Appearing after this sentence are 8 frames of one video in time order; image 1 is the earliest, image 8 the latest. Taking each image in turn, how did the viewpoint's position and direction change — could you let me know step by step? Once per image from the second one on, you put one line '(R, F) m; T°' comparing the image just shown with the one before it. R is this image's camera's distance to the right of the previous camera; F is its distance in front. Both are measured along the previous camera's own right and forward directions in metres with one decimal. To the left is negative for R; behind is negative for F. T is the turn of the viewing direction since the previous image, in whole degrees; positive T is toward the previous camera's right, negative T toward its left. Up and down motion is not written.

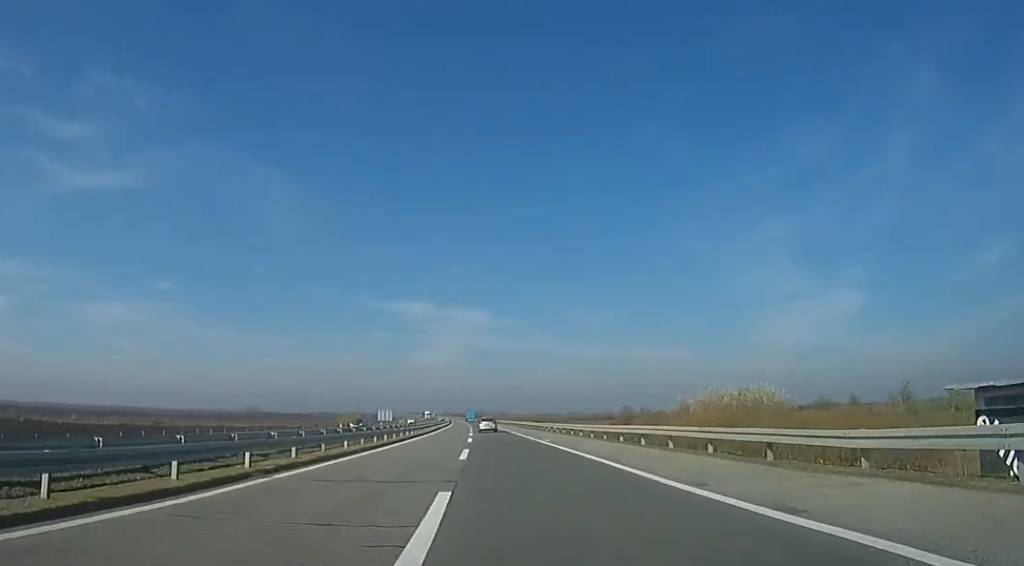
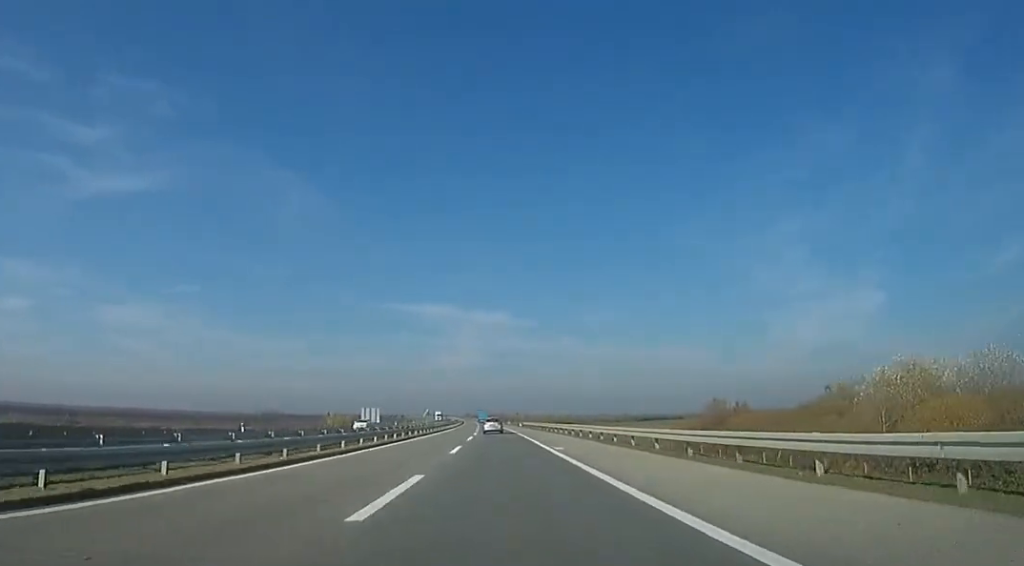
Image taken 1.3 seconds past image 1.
(-1.3, +43.6) m; -2°
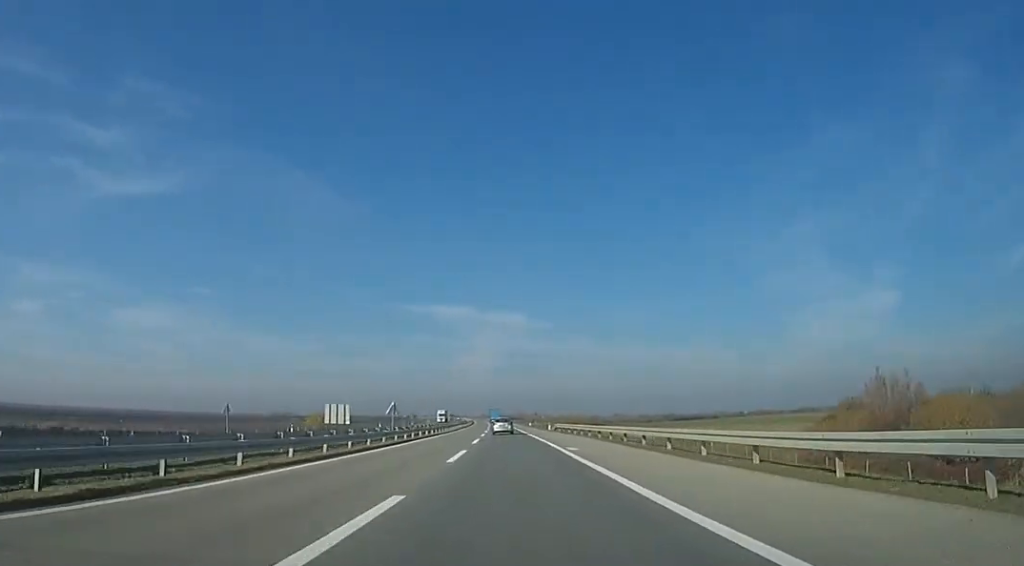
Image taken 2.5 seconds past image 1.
(0.0, +36.3) m; 0°
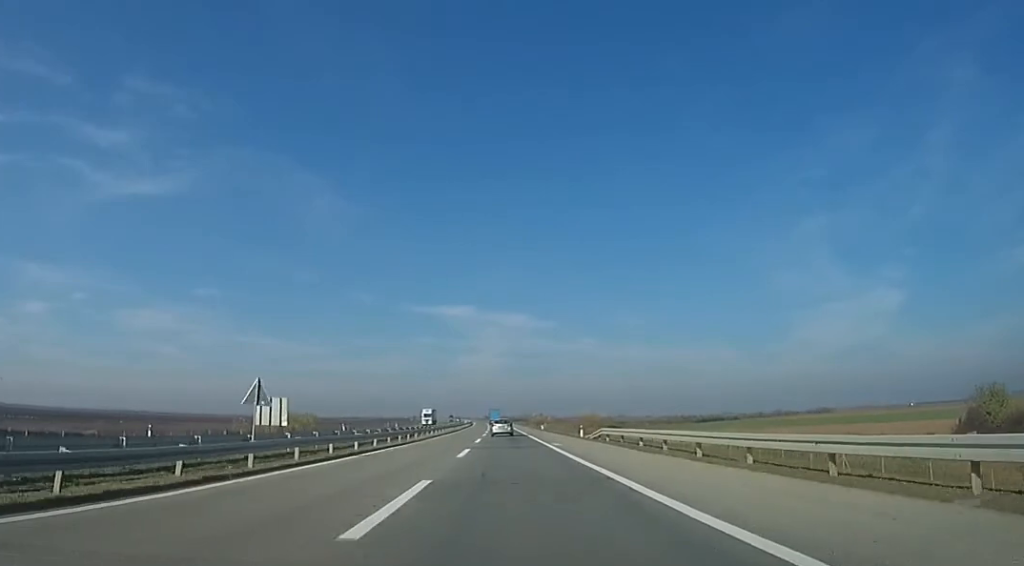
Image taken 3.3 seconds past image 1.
(-0.1, +27.7) m; -1°
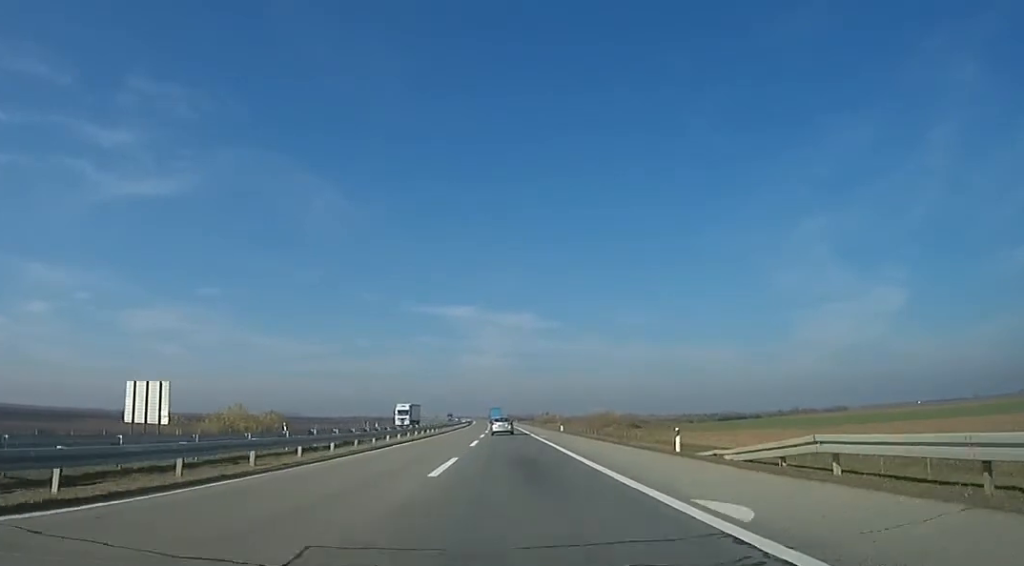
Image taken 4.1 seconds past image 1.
(-0.4, +24.5) m; 0°
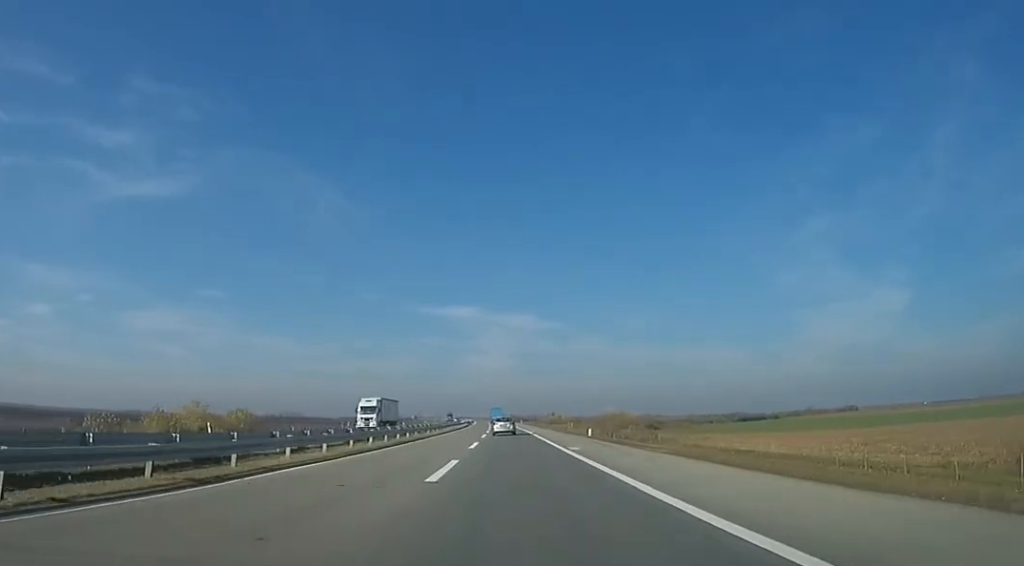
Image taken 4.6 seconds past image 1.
(+0.2, +17.4) m; -1°
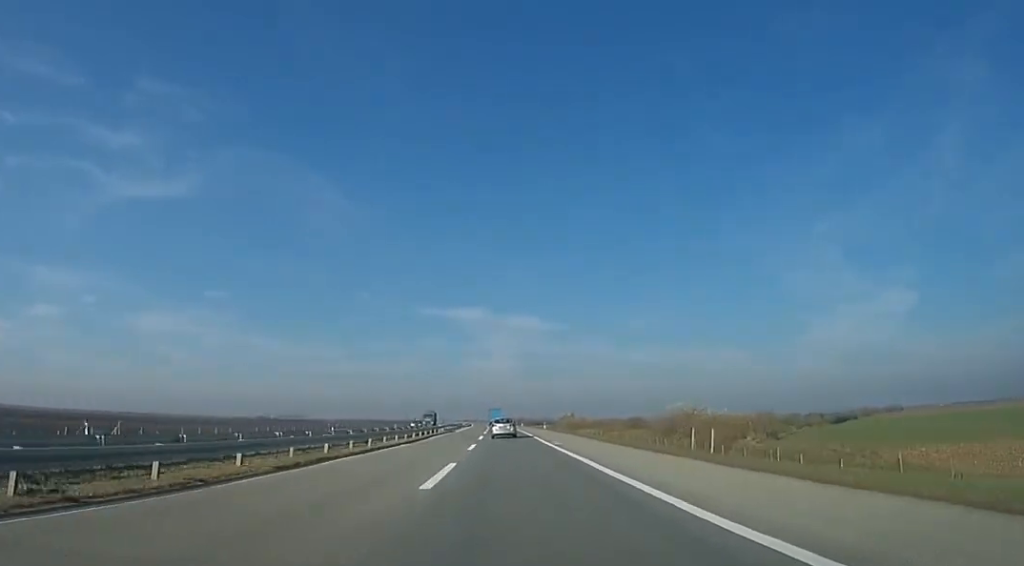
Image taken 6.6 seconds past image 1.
(-1.5, +63.8) m; -1°
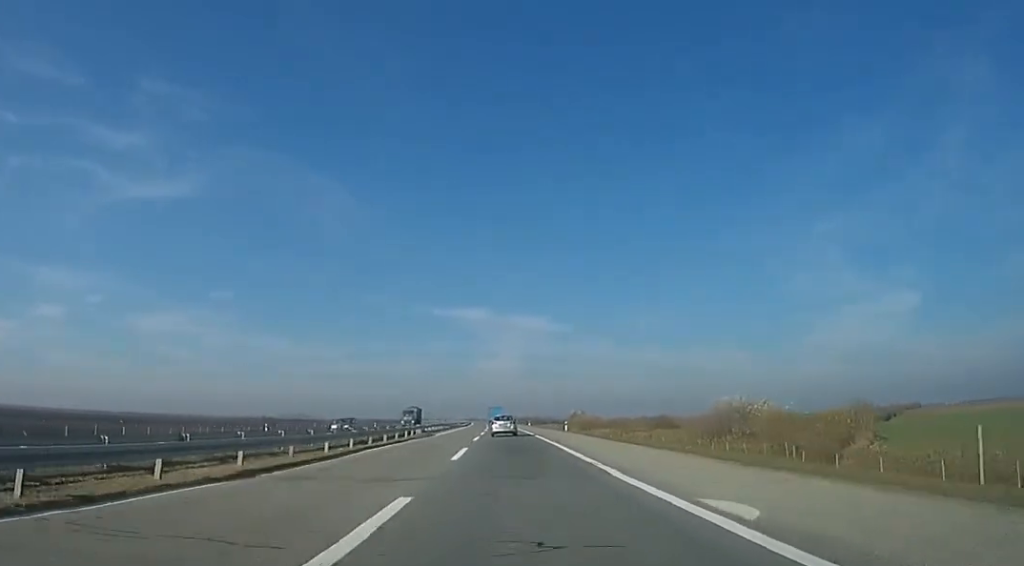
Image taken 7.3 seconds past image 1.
(+0.8, +23.8) m; 0°
